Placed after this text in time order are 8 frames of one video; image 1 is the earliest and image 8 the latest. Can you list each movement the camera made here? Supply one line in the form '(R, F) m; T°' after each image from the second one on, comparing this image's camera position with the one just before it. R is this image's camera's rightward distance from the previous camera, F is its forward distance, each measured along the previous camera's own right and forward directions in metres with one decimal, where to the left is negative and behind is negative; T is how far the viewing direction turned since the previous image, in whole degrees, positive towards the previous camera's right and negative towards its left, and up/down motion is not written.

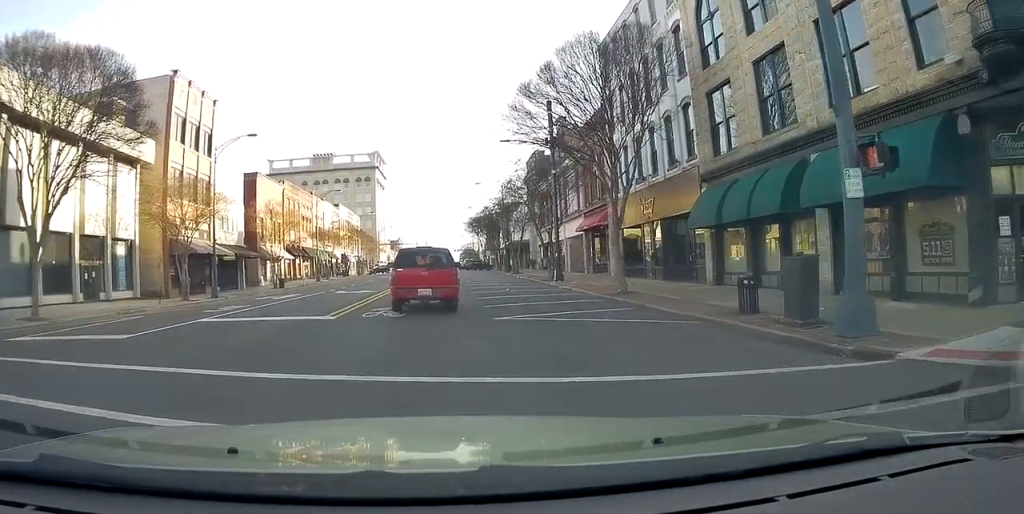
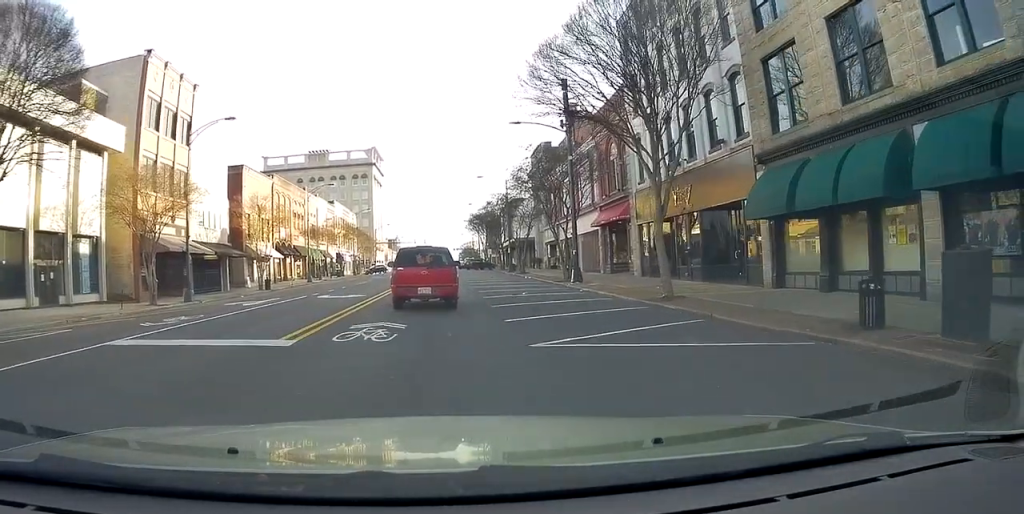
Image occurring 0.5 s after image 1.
(+0.2, +4.4) m; 0°
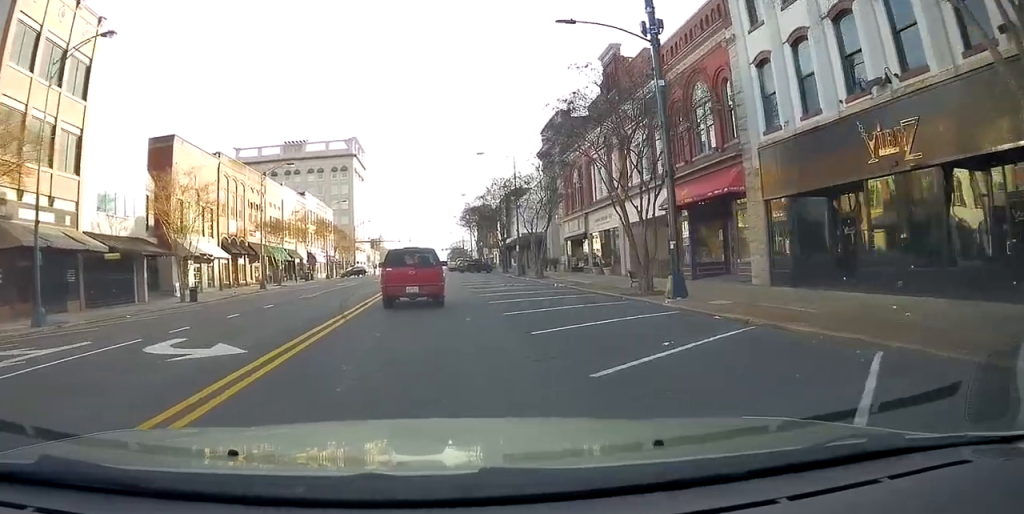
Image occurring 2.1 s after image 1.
(-0.6, +14.6) m; -2°
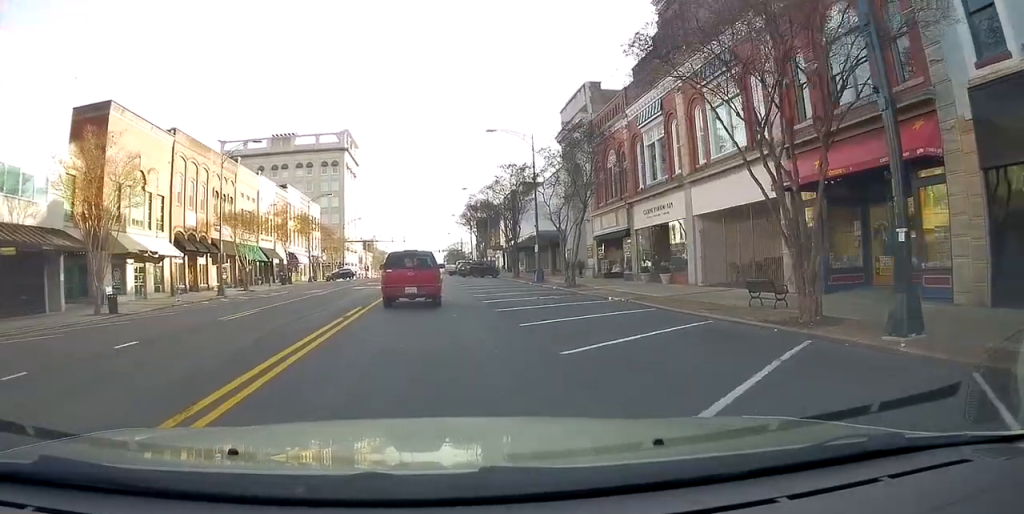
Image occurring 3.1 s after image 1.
(+0.1, +10.4) m; -1°
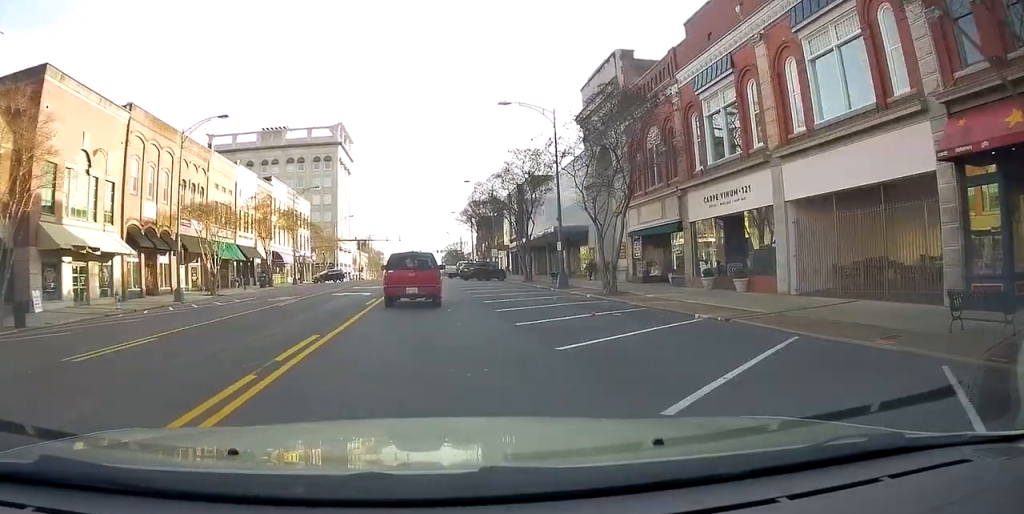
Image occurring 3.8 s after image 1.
(0.0, +7.5) m; -1°
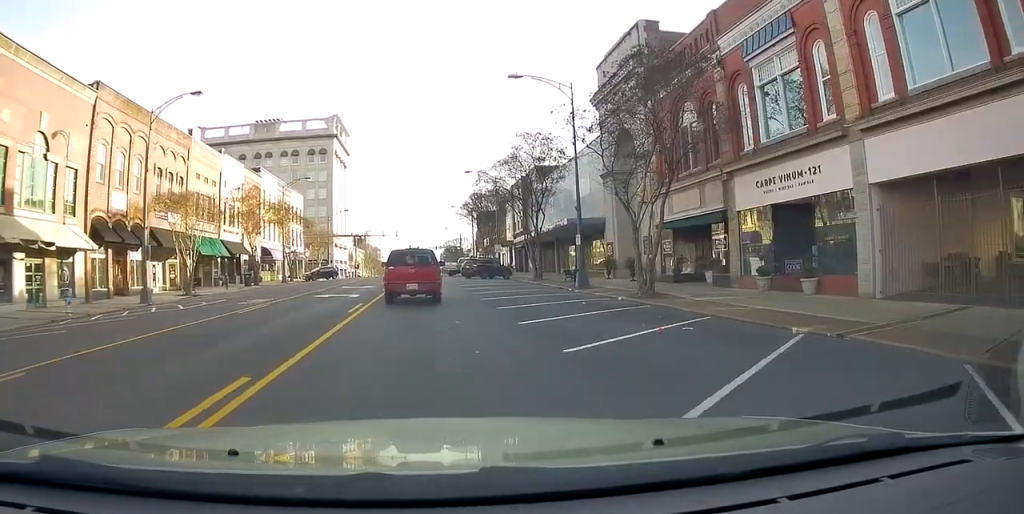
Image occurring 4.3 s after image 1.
(-0.3, +4.4) m; 0°
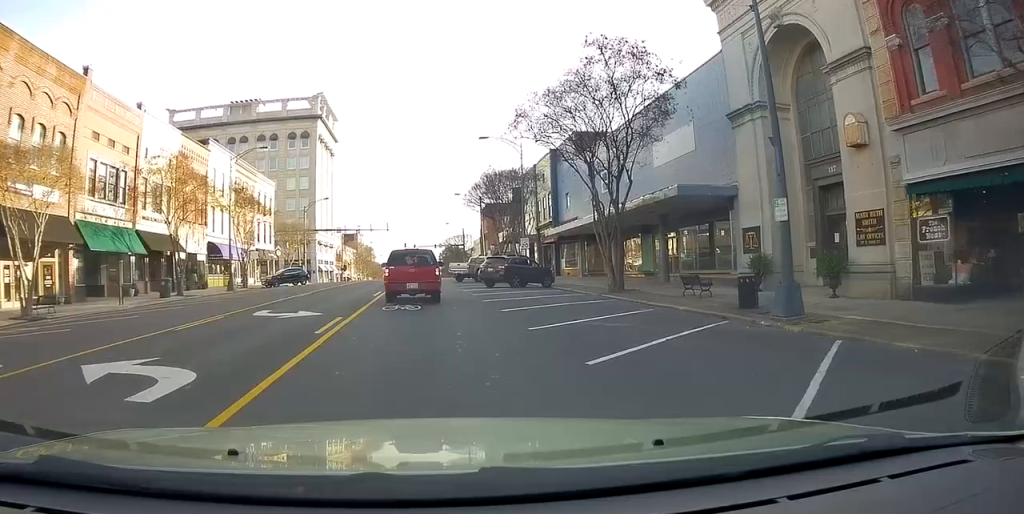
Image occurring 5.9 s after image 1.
(+0.7, +17.3) m; +3°
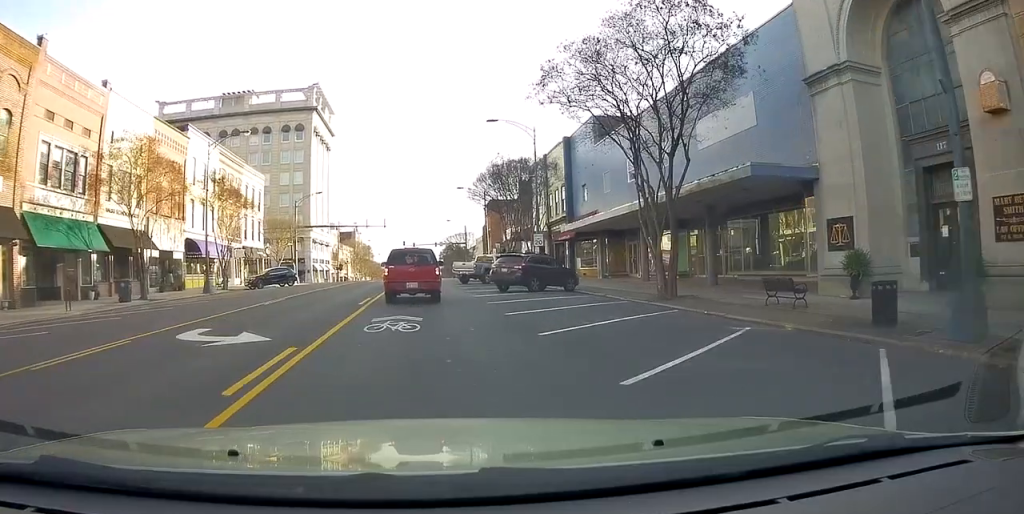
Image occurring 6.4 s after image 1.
(+0.1, +5.3) m; -1°
